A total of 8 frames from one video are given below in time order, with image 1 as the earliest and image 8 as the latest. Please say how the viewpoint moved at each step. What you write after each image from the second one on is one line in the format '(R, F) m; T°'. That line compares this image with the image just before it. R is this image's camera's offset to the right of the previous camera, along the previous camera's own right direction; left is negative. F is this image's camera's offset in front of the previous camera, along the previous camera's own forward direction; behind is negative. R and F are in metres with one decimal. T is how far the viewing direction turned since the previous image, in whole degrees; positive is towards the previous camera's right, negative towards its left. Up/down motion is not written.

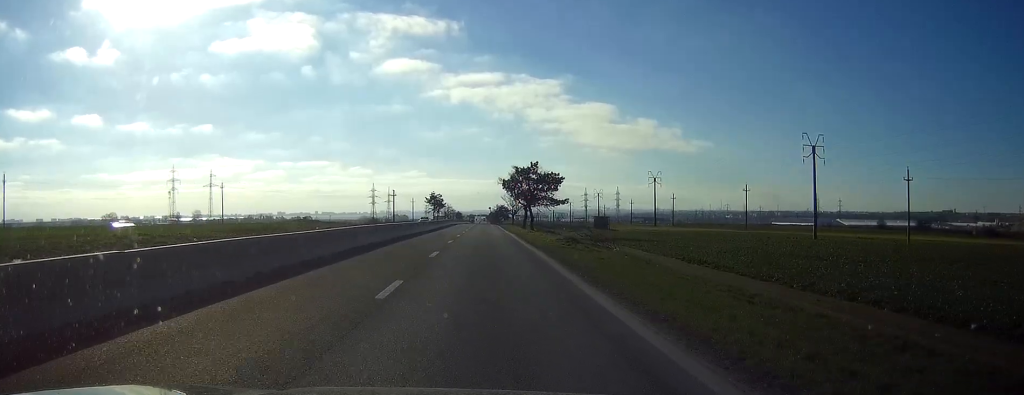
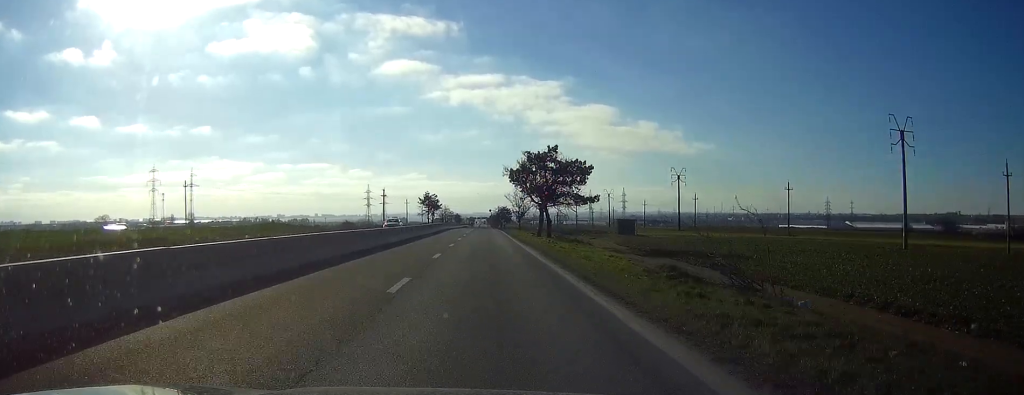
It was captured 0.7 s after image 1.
(0.0, +22.4) m; 0°
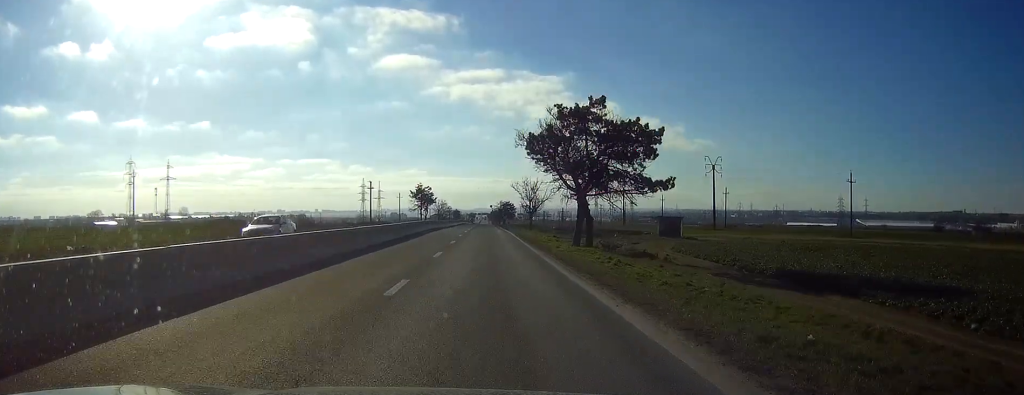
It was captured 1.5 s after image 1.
(0.0, +24.4) m; 0°
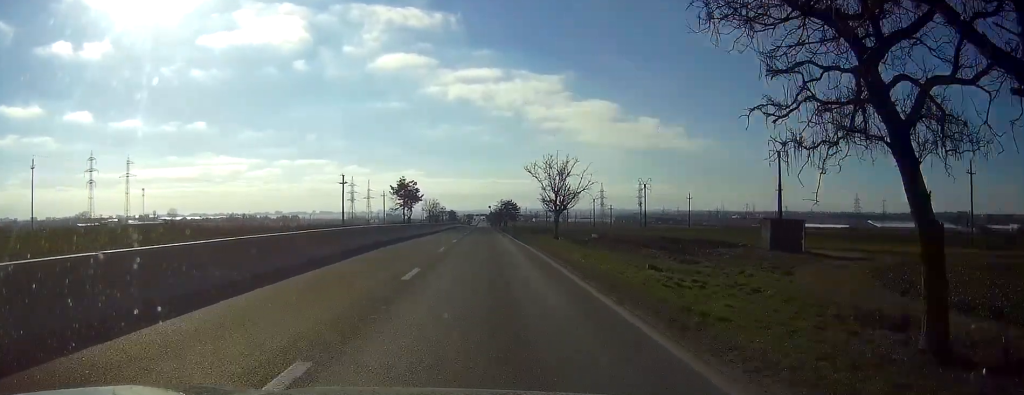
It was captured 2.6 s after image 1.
(0.0, +32.5) m; 0°
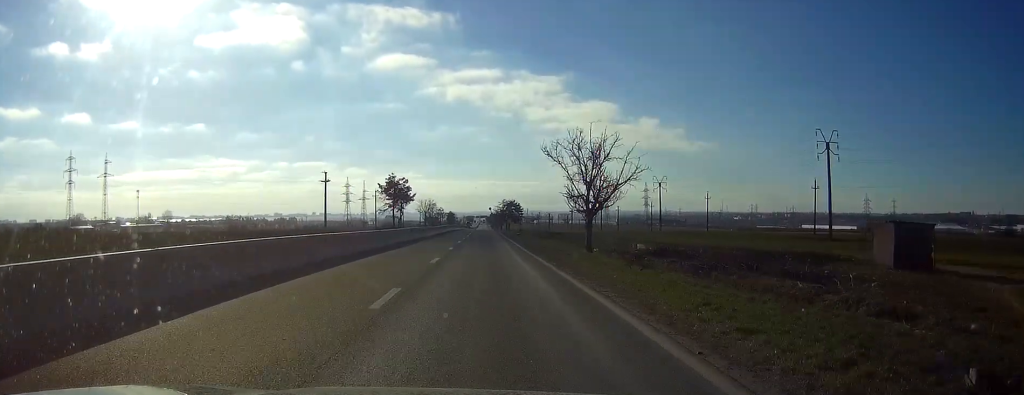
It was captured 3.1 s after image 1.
(0.0, +16.2) m; 0°
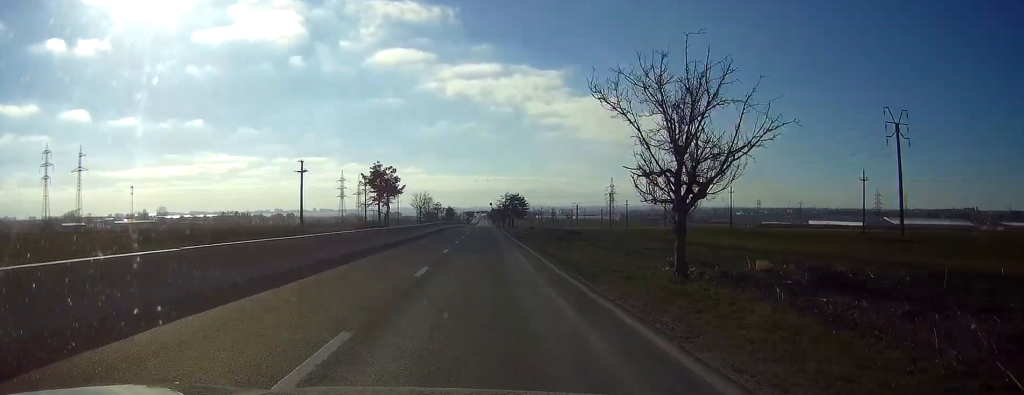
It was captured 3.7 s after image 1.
(0.0, +17.3) m; 0°
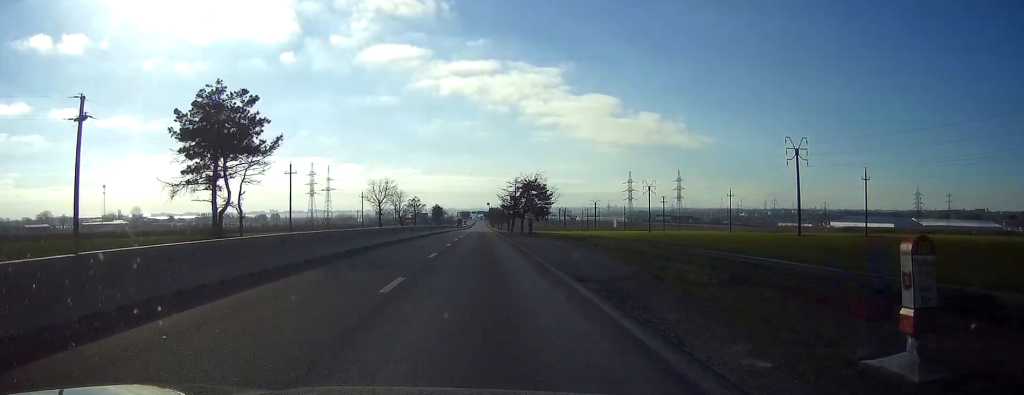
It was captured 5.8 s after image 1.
(0.0, +63.8) m; 0°
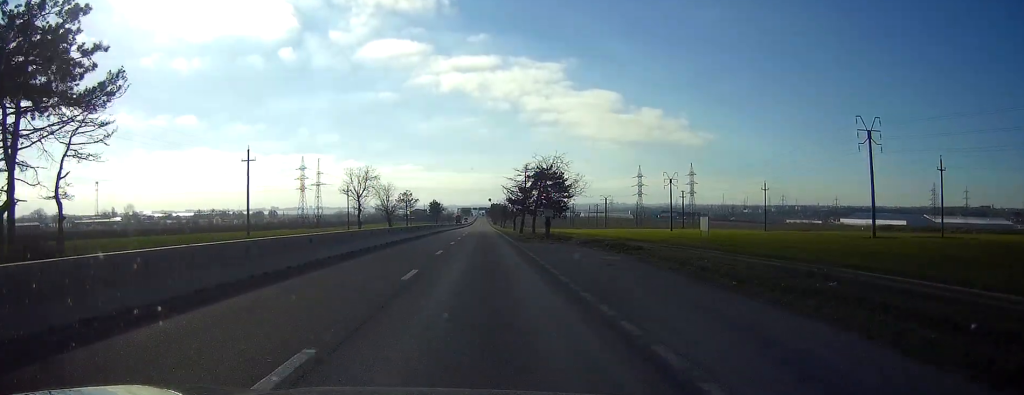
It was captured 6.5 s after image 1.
(0.0, +20.2) m; 0°
